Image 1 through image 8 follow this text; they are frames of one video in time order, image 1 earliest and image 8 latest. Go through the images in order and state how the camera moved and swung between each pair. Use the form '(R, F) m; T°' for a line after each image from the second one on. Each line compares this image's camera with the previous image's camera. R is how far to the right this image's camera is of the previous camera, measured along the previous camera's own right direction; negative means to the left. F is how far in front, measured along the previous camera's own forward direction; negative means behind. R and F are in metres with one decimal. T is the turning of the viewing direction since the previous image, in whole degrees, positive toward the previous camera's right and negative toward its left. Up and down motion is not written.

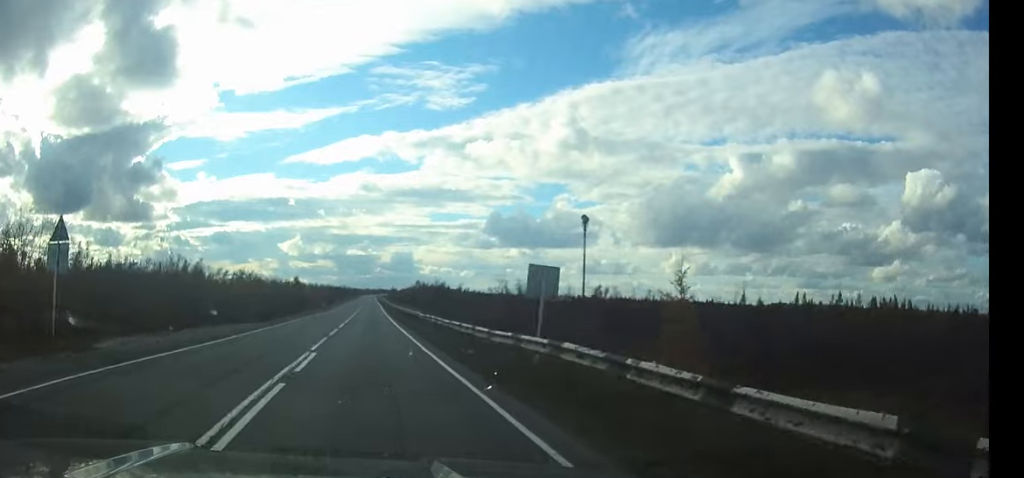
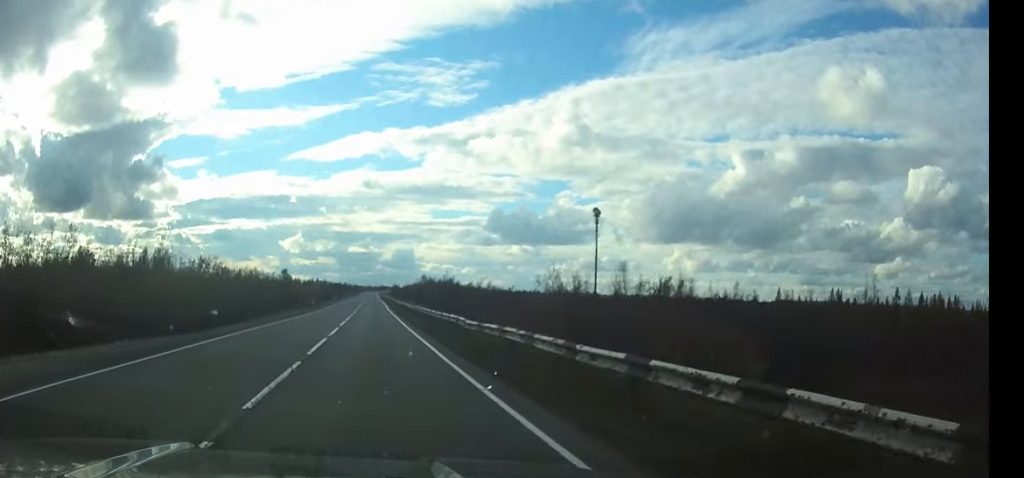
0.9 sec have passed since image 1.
(+0.1, +18.8) m; 0°
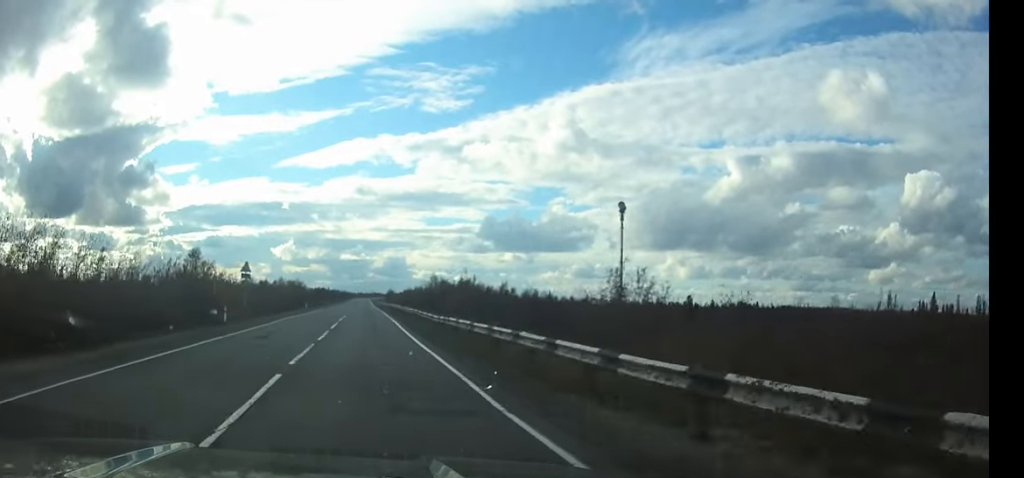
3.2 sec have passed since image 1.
(+0.2, +50.9) m; 0°
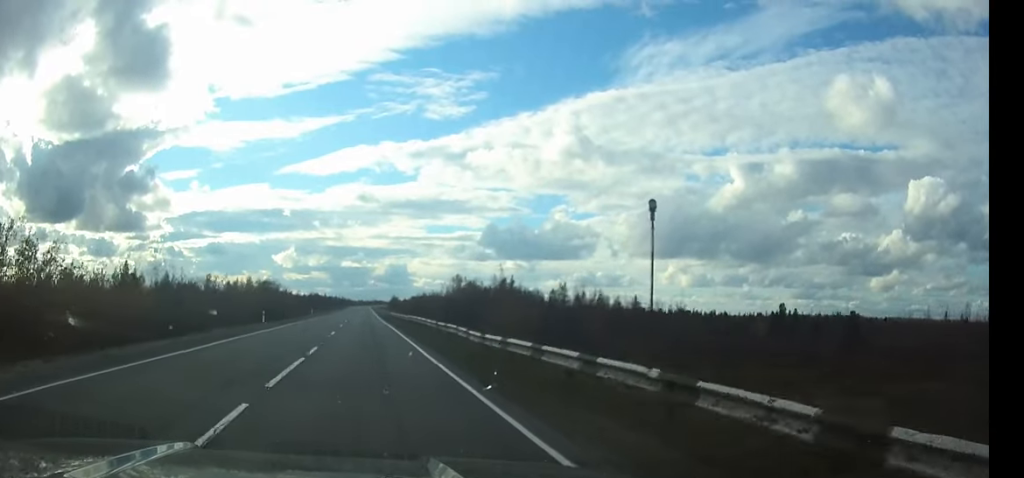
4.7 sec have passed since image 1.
(0.0, +35.6) m; 0°
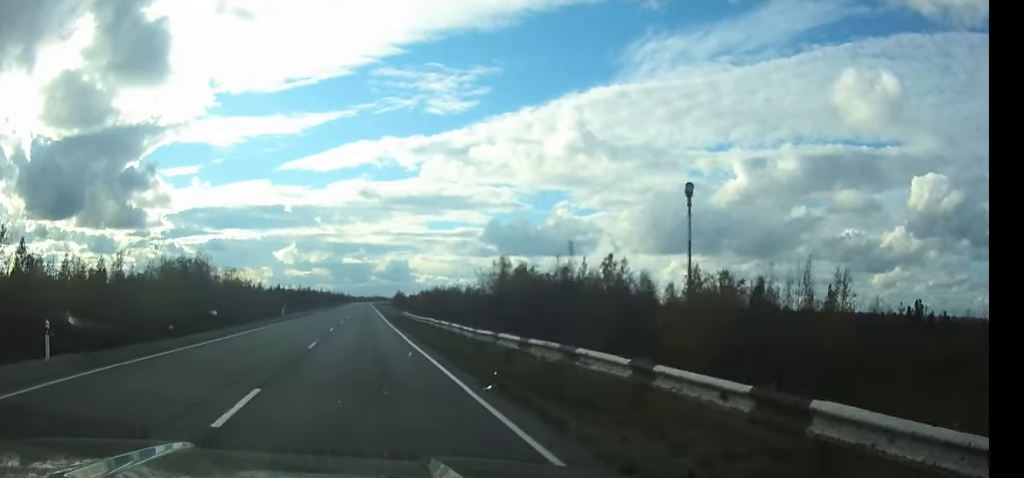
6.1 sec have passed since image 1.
(-0.1, +34.7) m; 0°
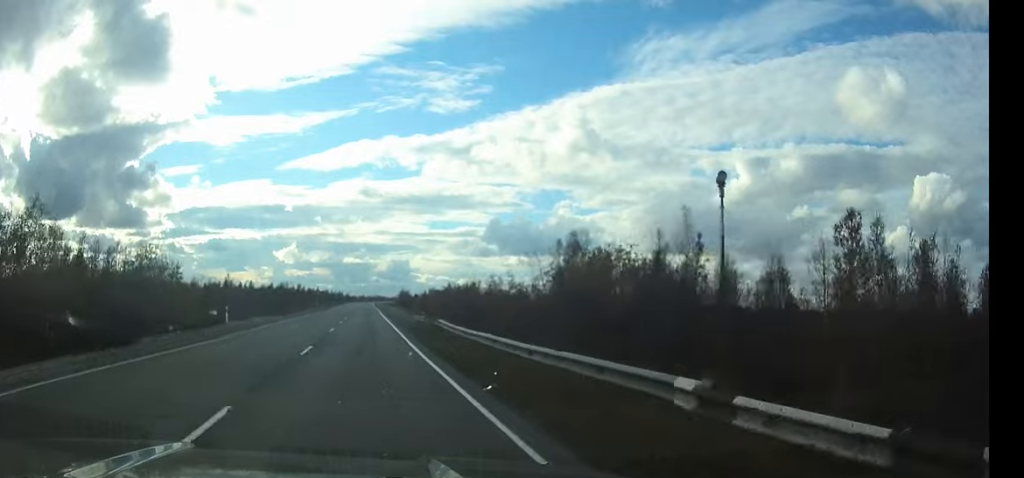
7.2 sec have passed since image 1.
(0.0, +25.8) m; 0°
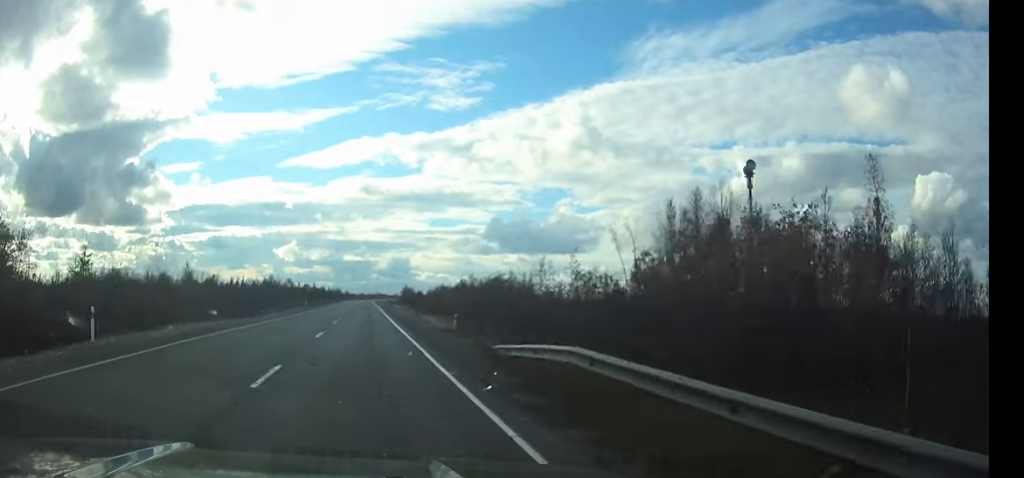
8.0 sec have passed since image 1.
(0.0, +19.9) m; 0°
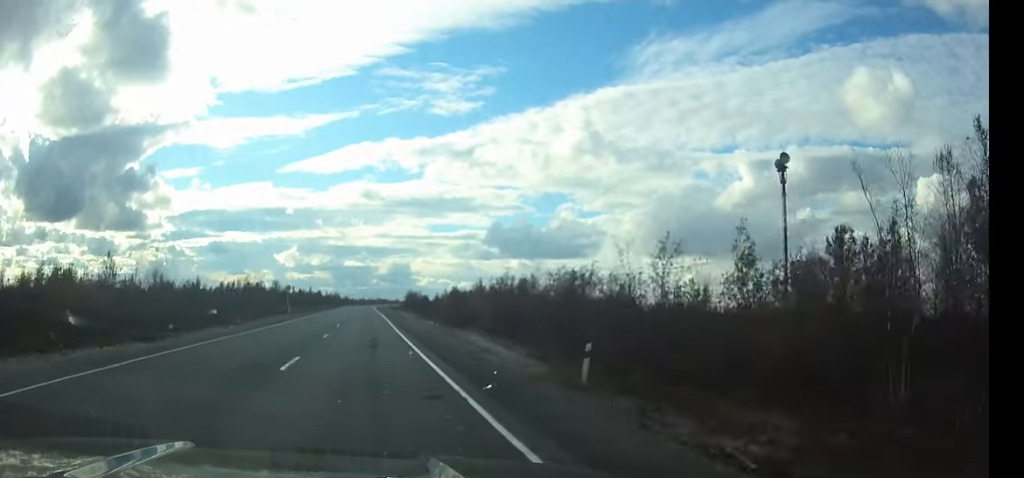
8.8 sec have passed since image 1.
(0.0, +20.8) m; 0°
